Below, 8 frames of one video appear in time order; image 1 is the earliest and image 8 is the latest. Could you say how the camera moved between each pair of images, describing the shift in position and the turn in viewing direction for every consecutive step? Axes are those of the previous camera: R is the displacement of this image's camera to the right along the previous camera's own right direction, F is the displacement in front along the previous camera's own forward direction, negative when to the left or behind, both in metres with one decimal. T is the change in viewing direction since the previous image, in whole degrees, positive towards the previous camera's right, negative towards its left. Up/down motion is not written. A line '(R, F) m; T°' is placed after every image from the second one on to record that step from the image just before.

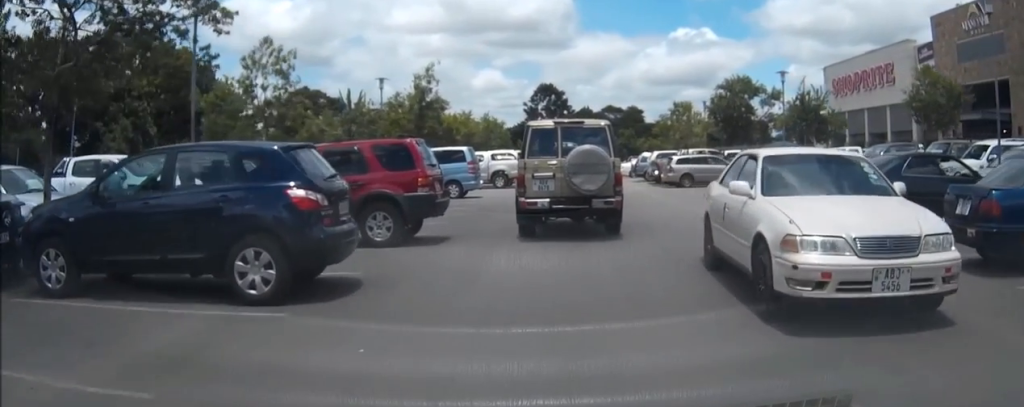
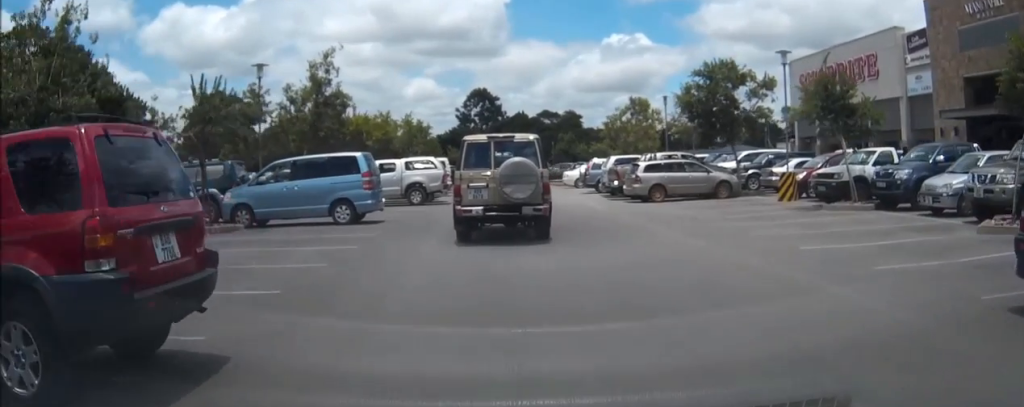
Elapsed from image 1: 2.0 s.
(+0.1, +6.5) m; +2°
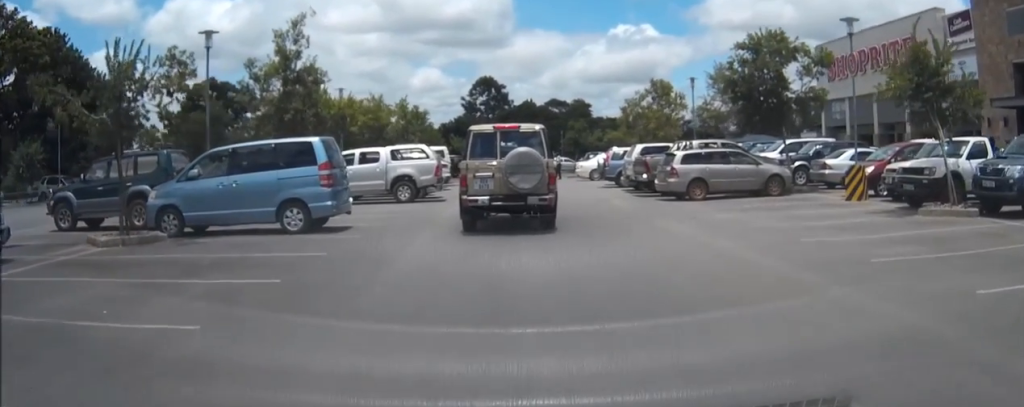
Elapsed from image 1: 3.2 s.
(-0.1, +4.5) m; -1°
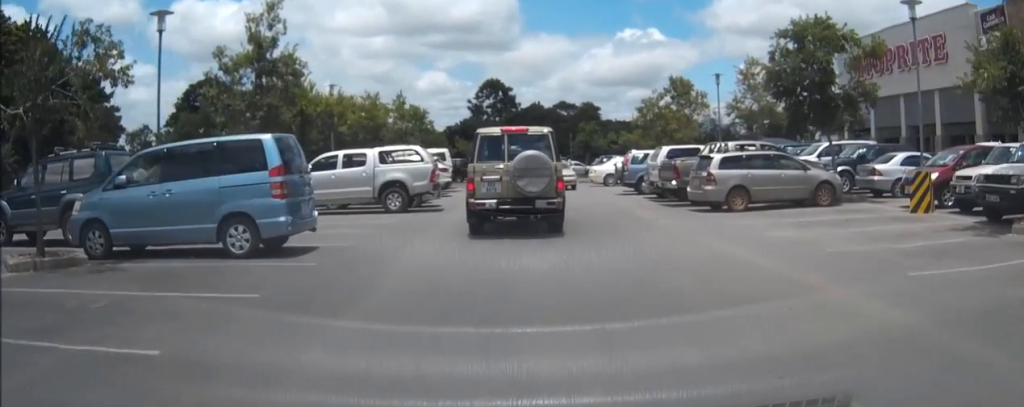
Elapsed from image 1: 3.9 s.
(0.0, +3.3) m; 0°
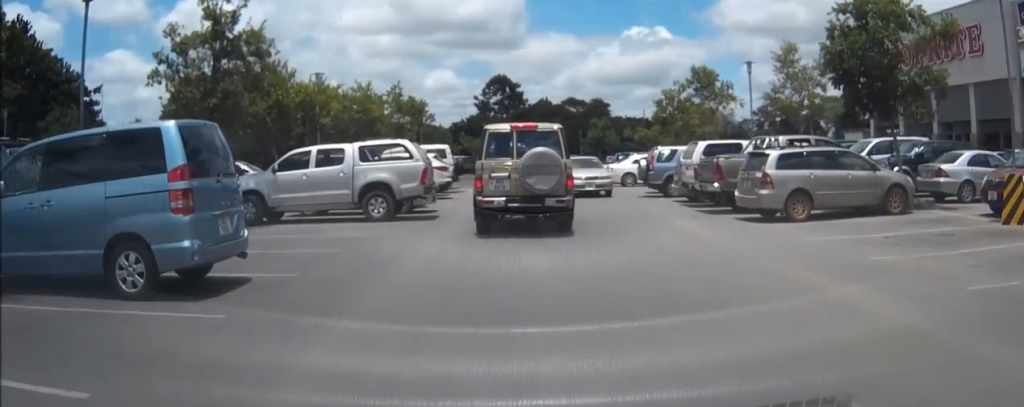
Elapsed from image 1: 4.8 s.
(+0.1, +3.6) m; 0°
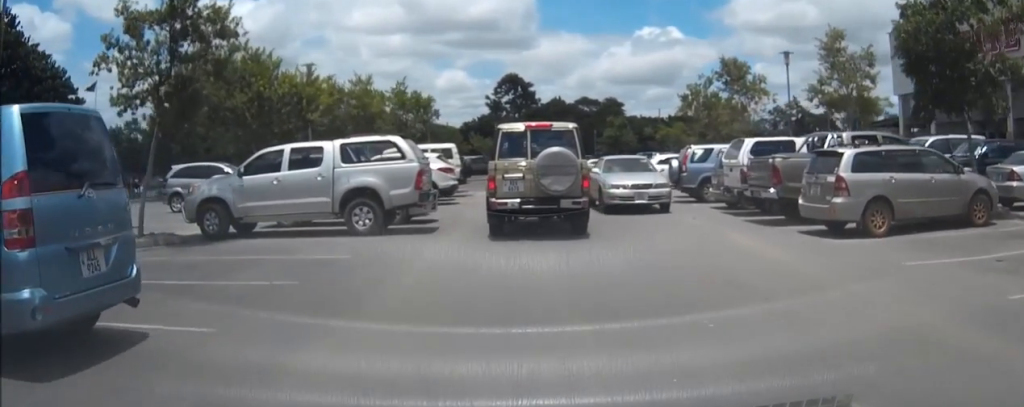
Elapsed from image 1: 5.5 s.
(-0.1, +2.9) m; -1°
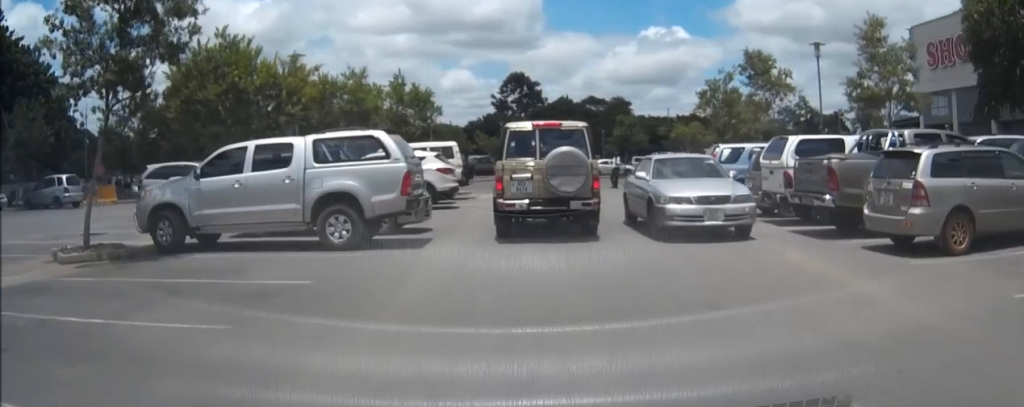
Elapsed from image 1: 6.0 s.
(0.0, +2.3) m; 0°
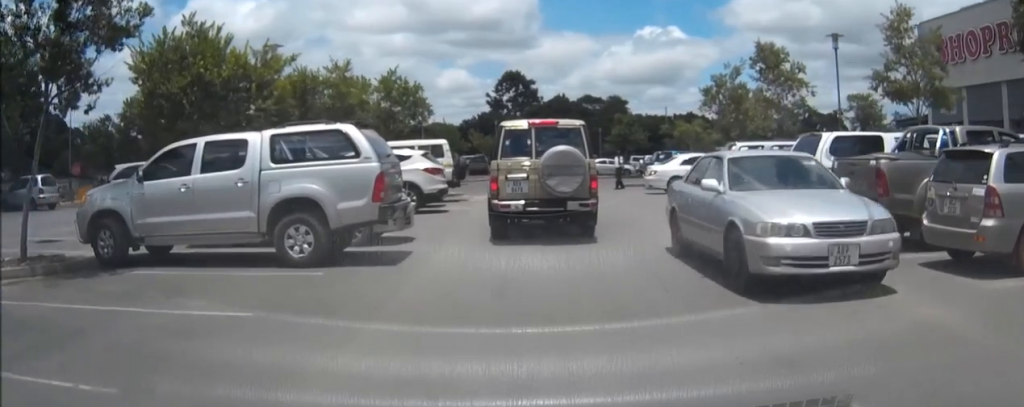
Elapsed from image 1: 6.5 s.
(0.0, +1.9) m; +1°
